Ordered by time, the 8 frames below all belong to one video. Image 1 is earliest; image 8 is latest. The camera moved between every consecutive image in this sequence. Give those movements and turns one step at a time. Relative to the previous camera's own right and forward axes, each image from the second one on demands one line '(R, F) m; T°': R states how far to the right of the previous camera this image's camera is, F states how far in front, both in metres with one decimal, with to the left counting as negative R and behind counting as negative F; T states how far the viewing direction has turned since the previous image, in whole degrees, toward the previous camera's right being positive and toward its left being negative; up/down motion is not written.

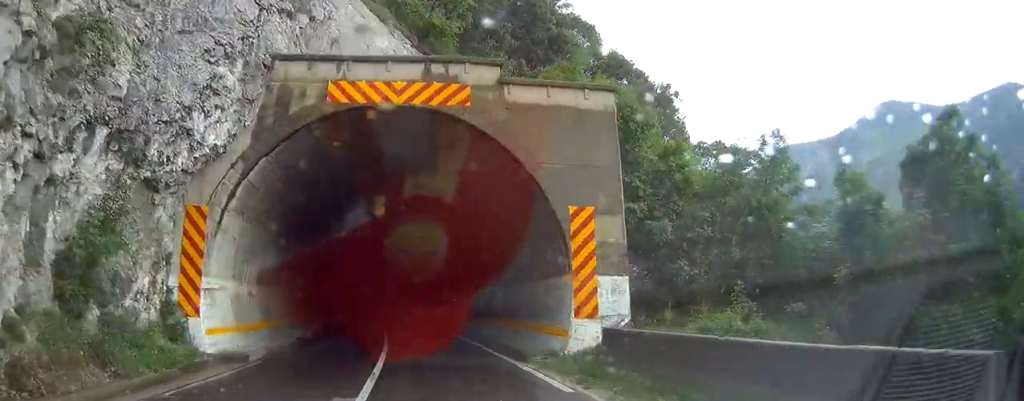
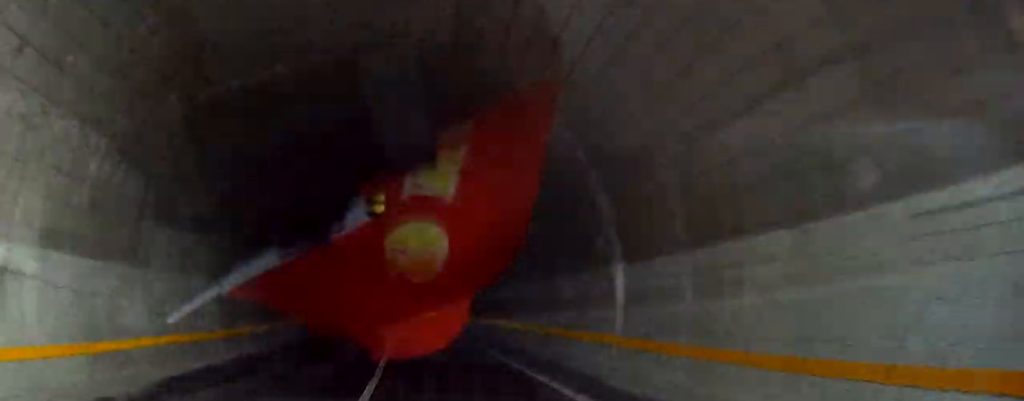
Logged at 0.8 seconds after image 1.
(-0.1, +15.4) m; 0°
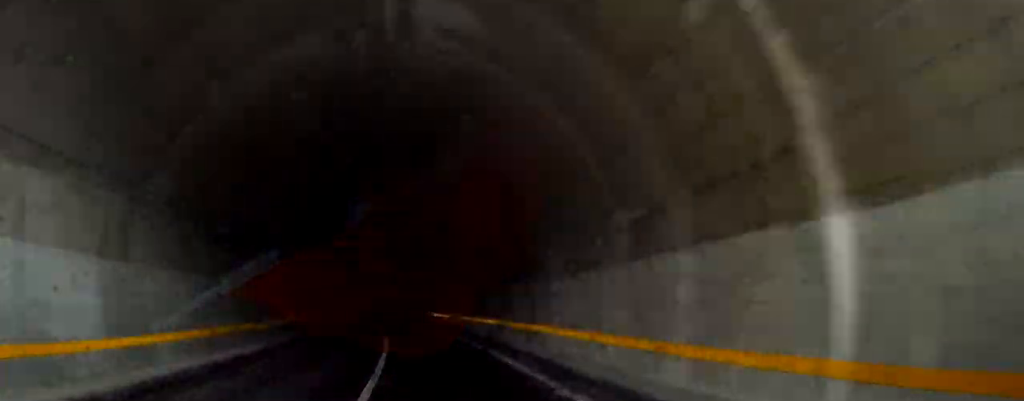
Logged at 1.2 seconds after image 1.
(0.0, +7.3) m; 0°
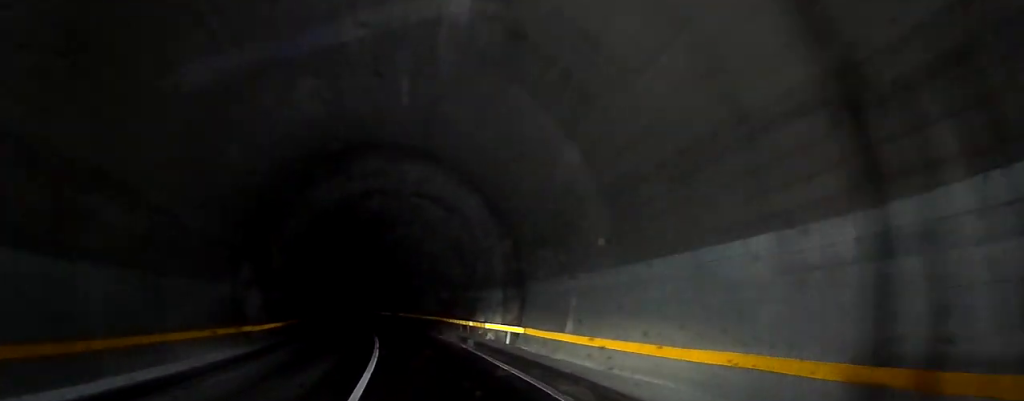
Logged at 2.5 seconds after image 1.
(+0.1, +22.4) m; 0°
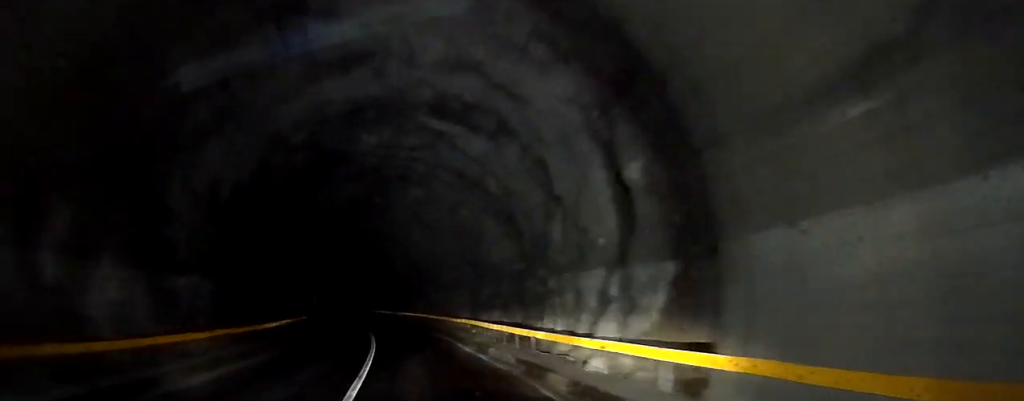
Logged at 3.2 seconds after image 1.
(0.0, +13.3) m; 0°
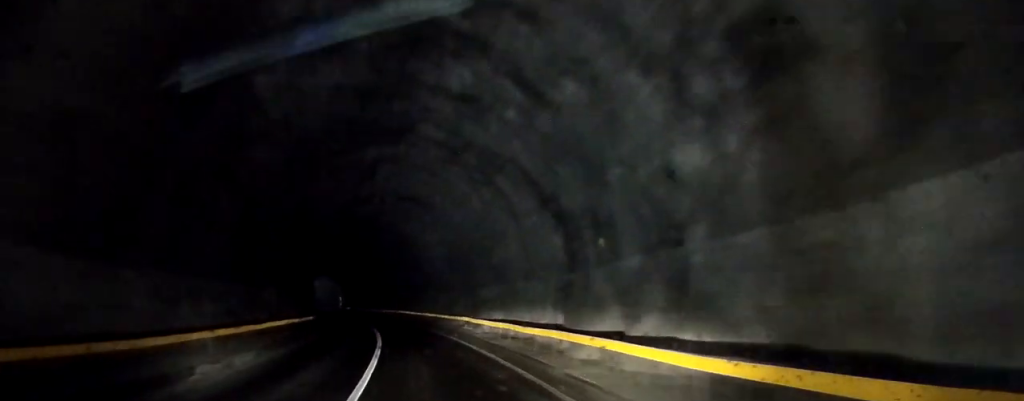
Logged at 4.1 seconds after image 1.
(0.0, +15.8) m; -2°
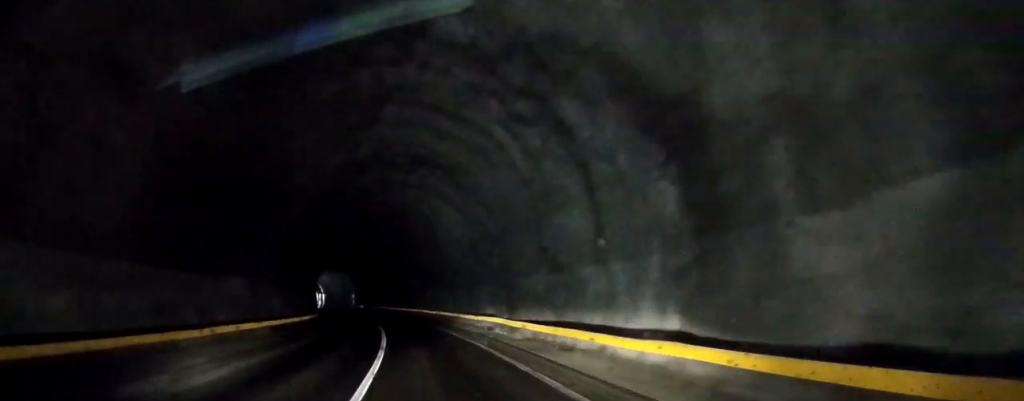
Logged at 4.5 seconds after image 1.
(+0.3, +7.9) m; -6°
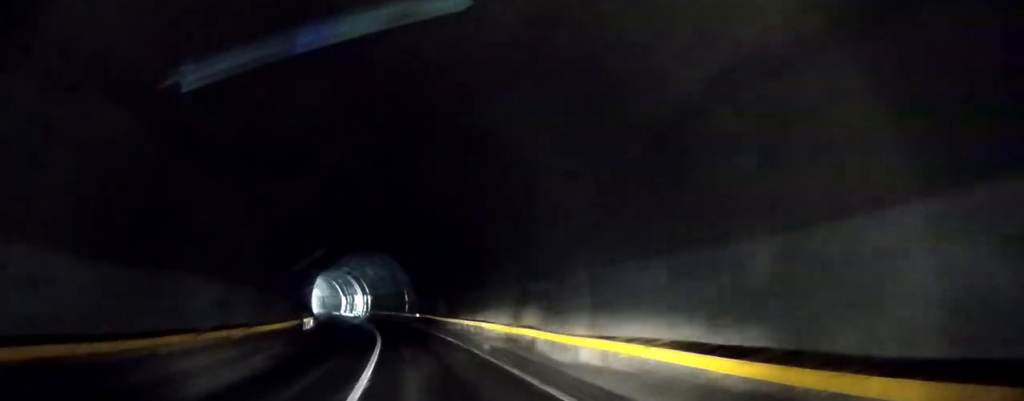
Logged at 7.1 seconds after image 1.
(-12.8, +46.4) m; -20°
